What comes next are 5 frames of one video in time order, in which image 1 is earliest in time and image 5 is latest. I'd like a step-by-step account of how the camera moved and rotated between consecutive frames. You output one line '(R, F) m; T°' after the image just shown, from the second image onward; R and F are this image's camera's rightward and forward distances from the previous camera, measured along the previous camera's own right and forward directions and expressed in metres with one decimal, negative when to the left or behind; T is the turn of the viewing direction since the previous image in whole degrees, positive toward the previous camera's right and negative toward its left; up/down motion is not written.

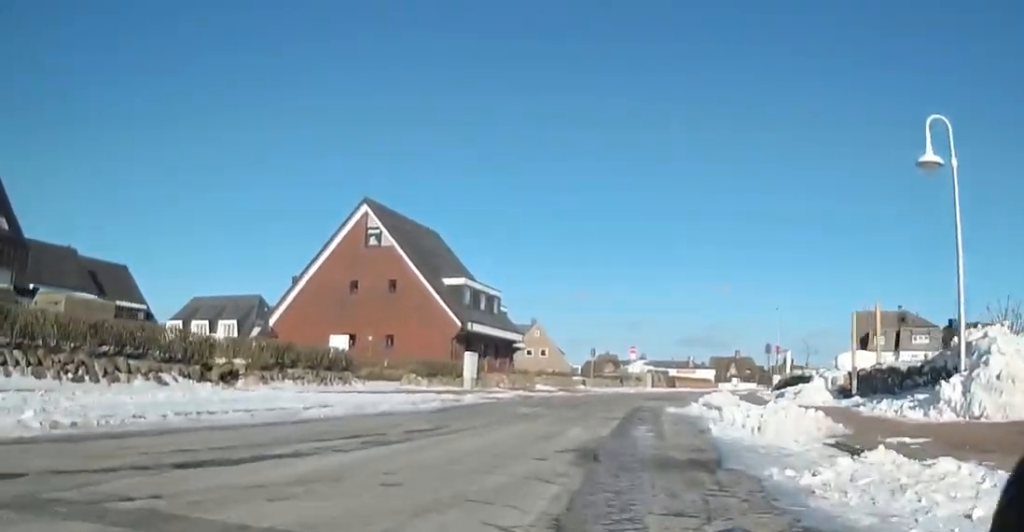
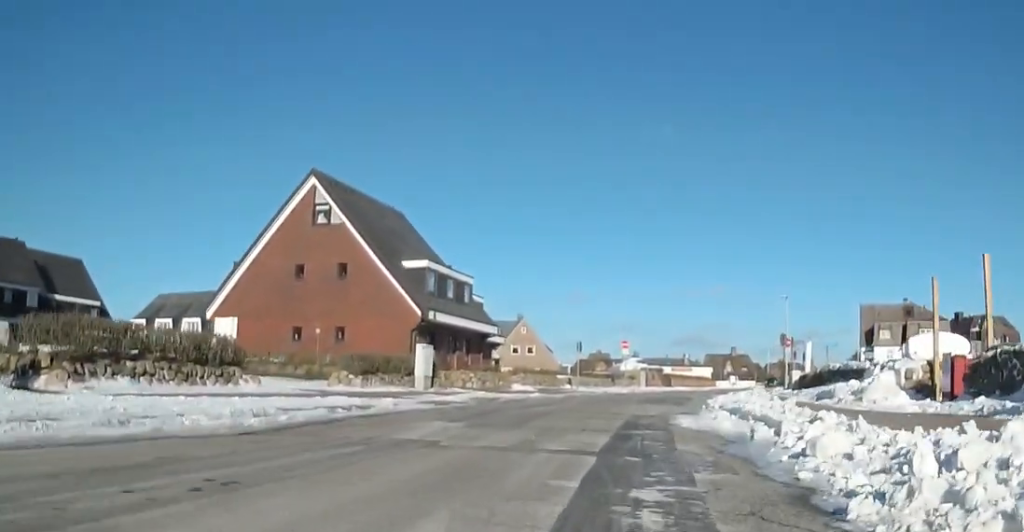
(0.0, +5.4) m; -1°
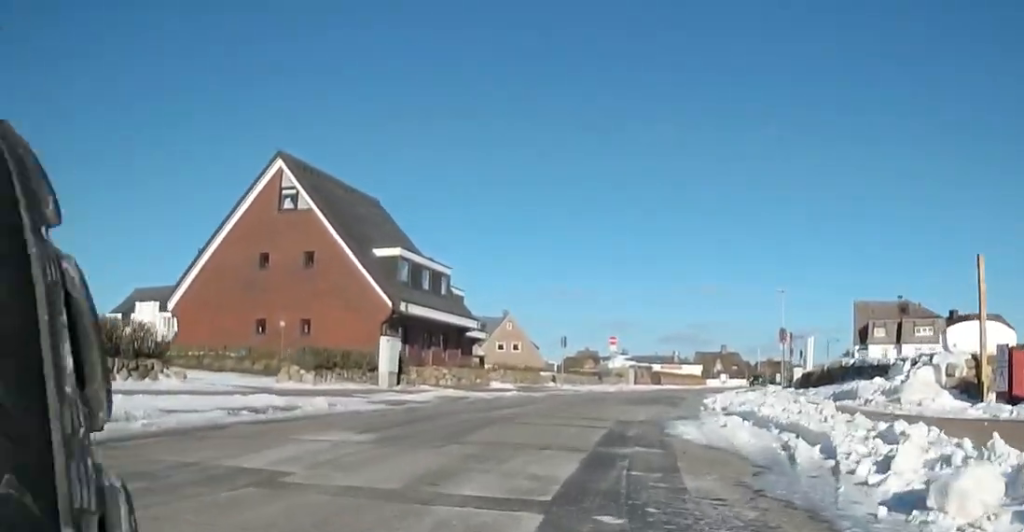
(0.0, +2.3) m; -2°
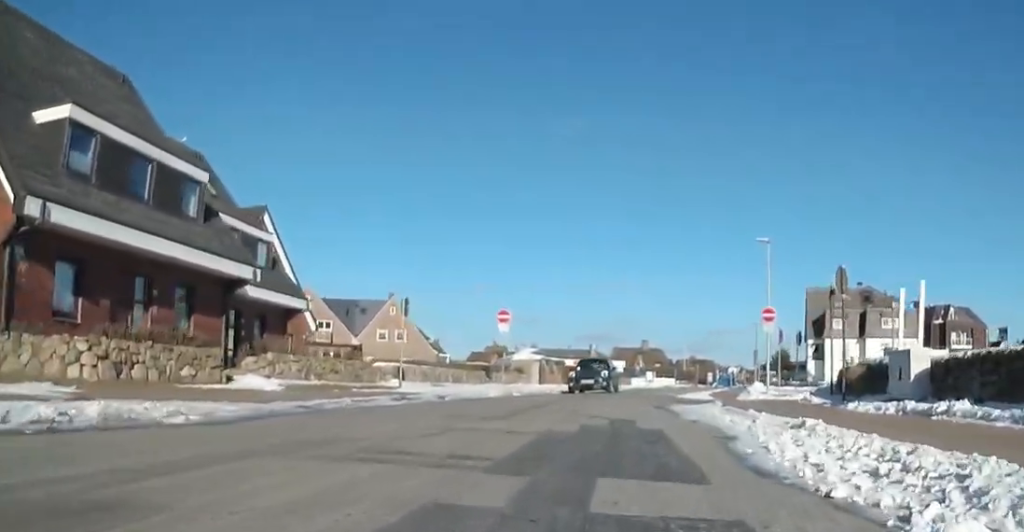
(-0.6, +17.1) m; +3°
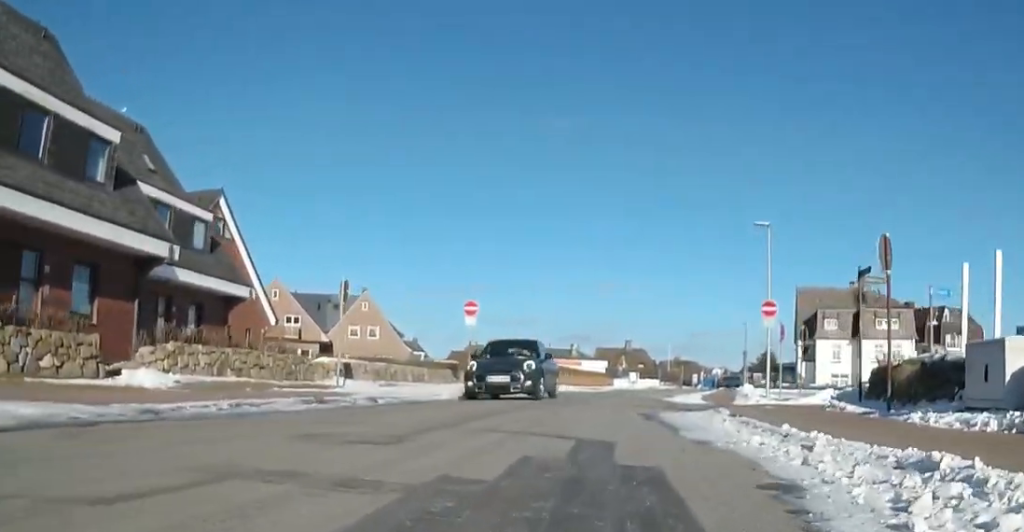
(0.0, +4.0) m; 0°
